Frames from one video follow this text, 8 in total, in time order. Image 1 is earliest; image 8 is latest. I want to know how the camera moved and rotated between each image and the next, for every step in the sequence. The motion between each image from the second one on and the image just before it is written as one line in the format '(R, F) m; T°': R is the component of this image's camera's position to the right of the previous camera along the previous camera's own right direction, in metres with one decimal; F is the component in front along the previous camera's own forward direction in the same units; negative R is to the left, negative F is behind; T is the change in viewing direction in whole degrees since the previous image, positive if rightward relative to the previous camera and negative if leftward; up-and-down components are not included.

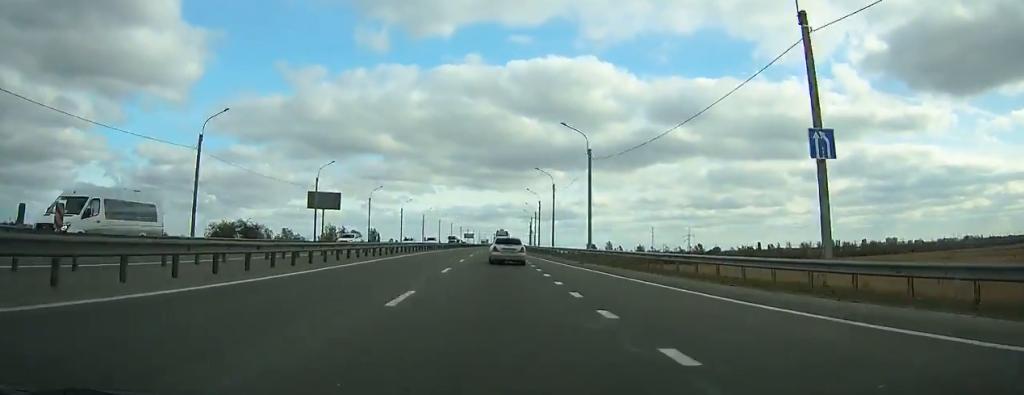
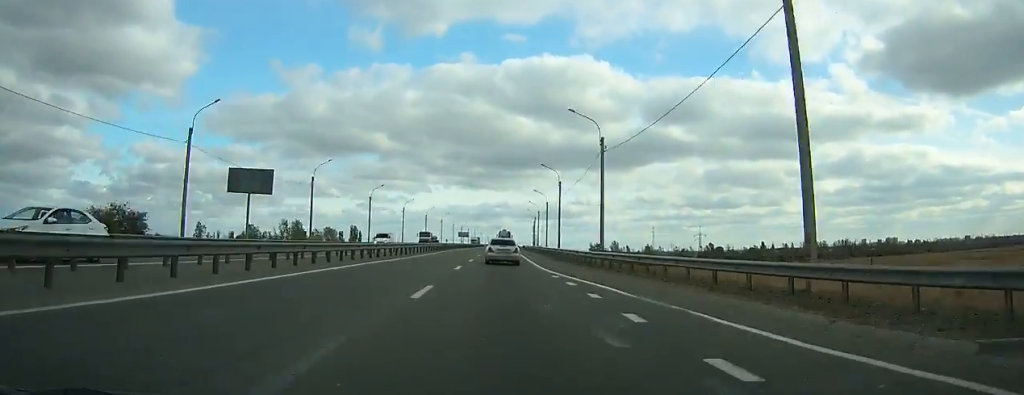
(-0.1, +31.4) m; 0°
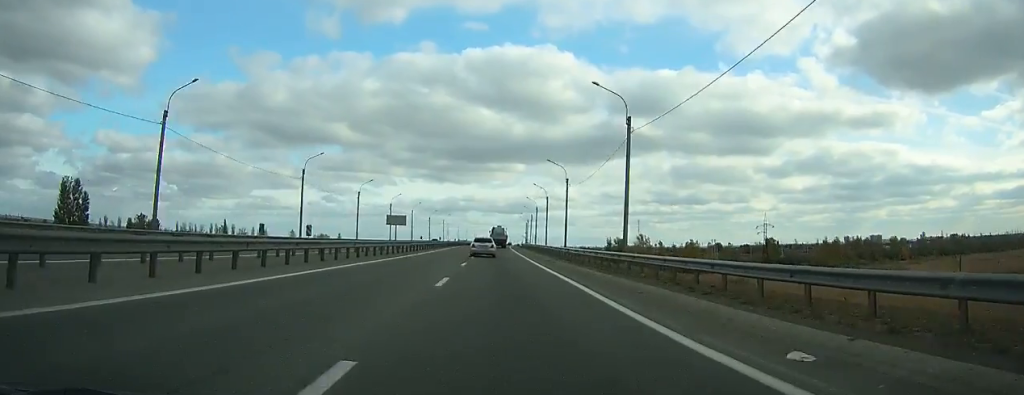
(+3.9, +153.0) m; +3°
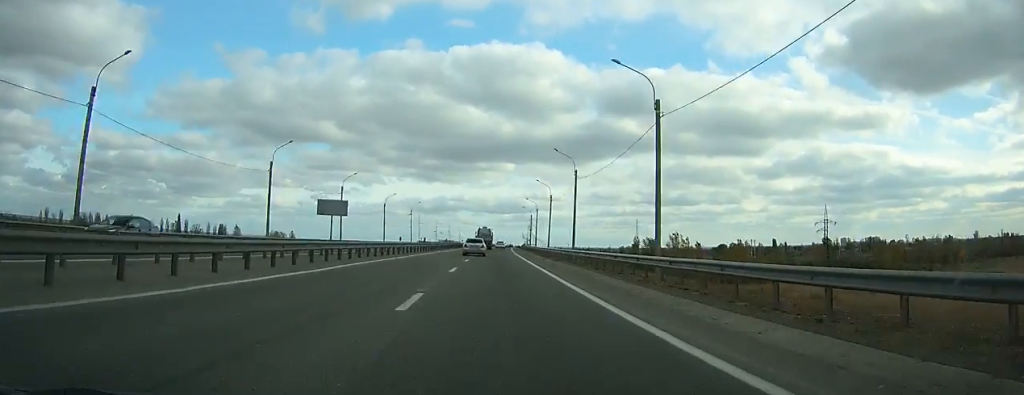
(+0.7, +64.2) m; +1°
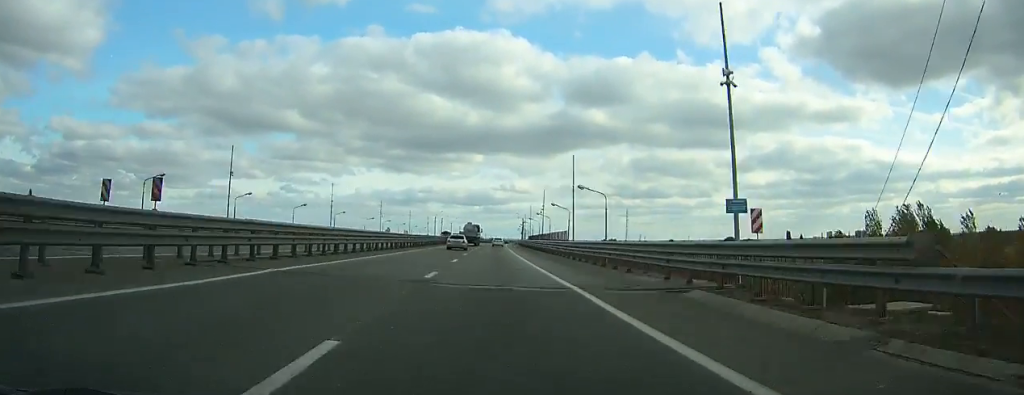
(+3.1, +139.5) m; +2°
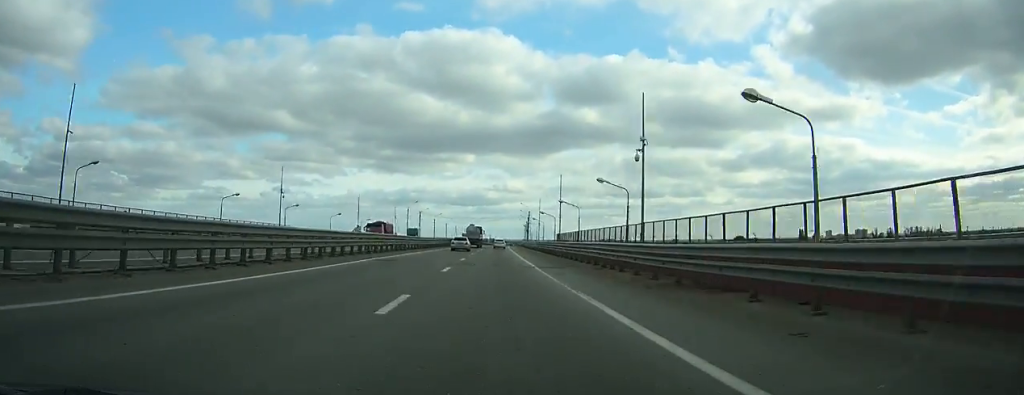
(+0.4, +55.4) m; +1°
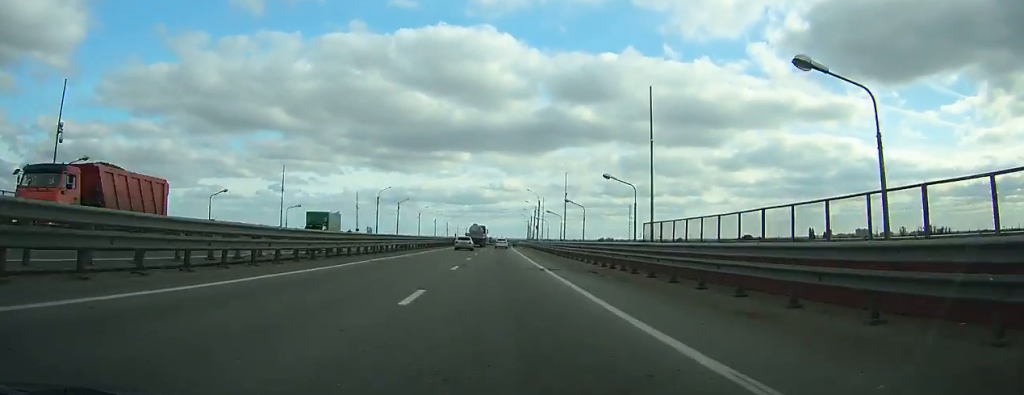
(+0.1, +35.2) m; +1°
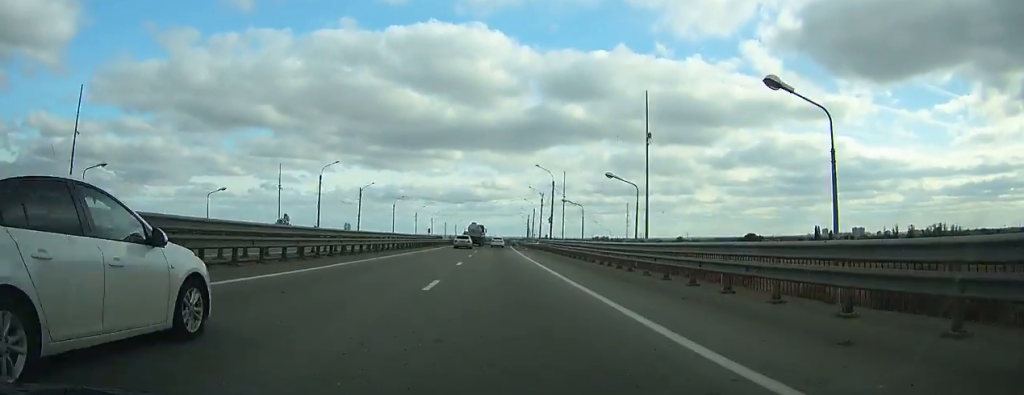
(+0.1, +32.7) m; +1°
